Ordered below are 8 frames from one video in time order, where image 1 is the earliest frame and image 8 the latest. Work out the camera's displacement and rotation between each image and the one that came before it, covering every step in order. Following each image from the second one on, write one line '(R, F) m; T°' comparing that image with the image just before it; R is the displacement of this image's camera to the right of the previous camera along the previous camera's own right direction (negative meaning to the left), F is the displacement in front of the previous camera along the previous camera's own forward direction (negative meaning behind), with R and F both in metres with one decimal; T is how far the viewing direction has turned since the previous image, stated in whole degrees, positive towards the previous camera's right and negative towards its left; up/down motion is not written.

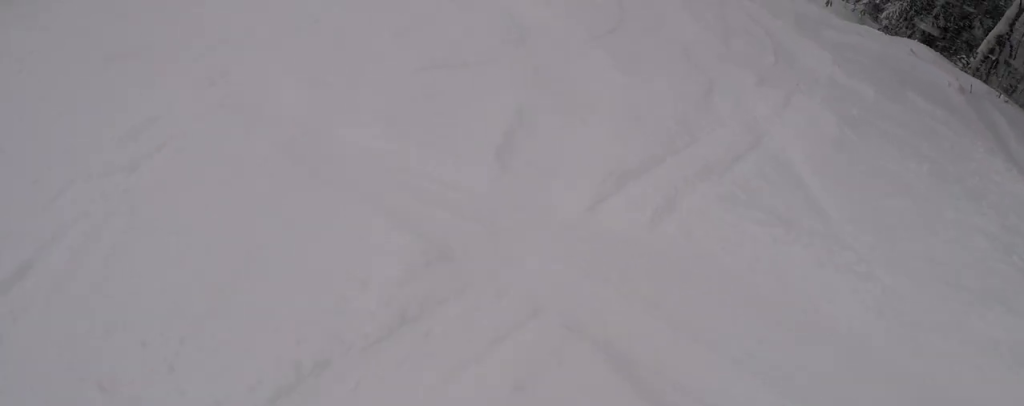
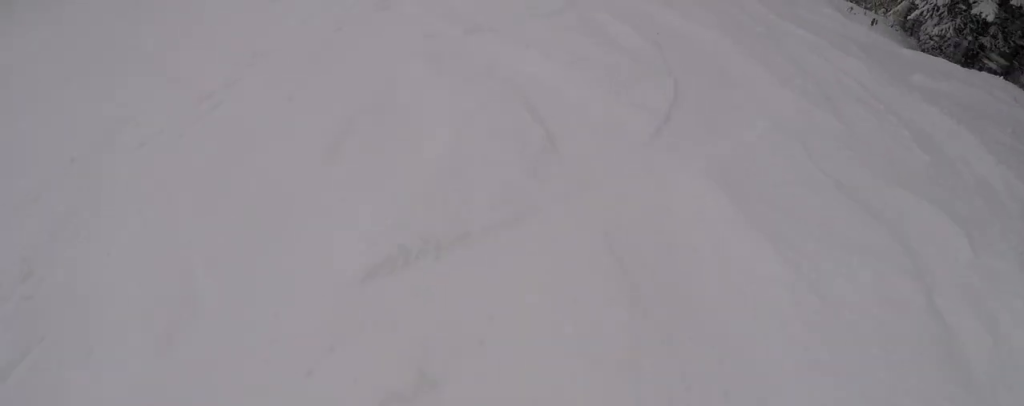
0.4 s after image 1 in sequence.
(+0.2, +2.9) m; +4°
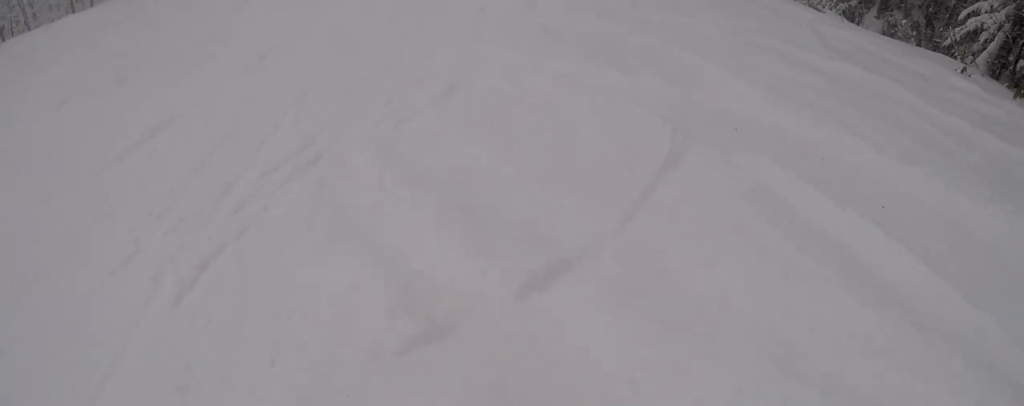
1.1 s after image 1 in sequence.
(+0.1, +4.4) m; +4°
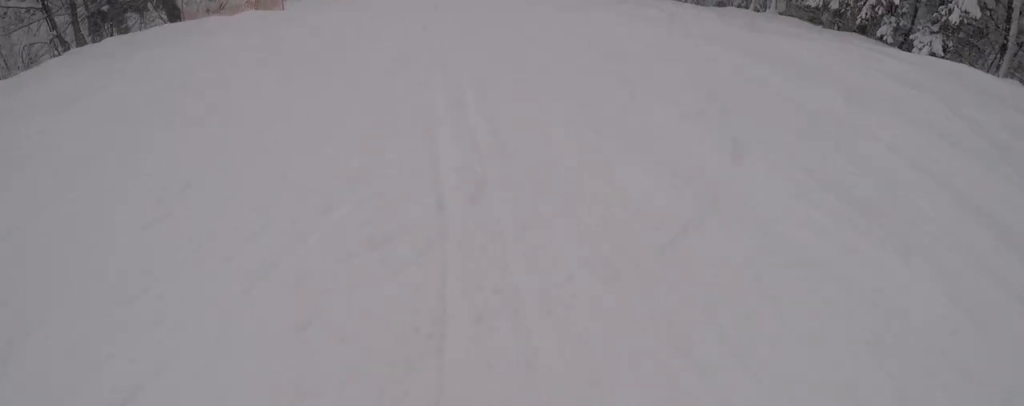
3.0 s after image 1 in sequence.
(+3.1, +15.9) m; +12°
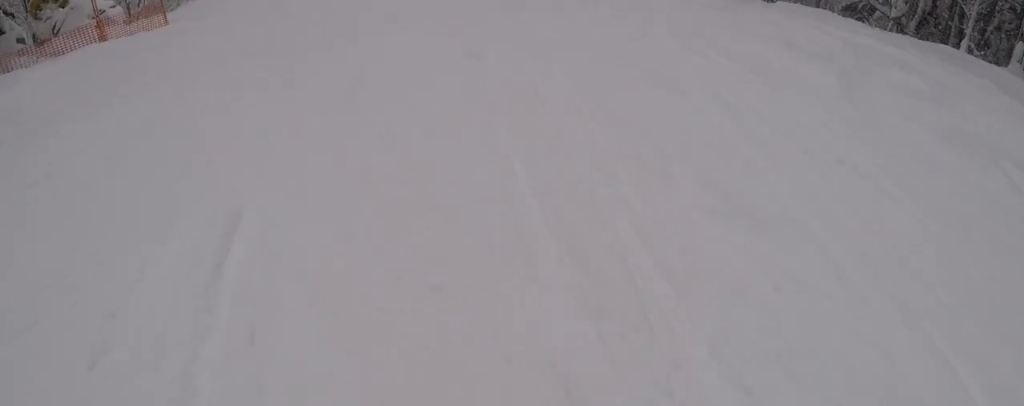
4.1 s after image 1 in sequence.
(-1.1, +10.6) m; -8°
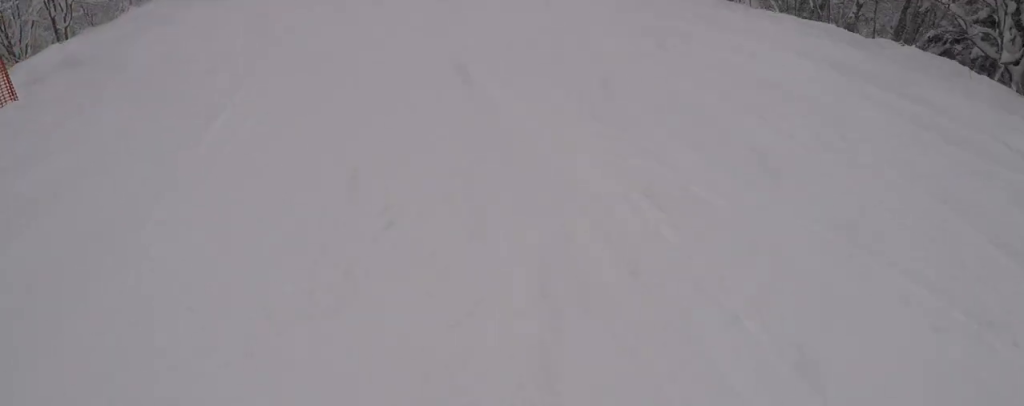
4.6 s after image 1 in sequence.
(0.0, +5.6) m; +4°
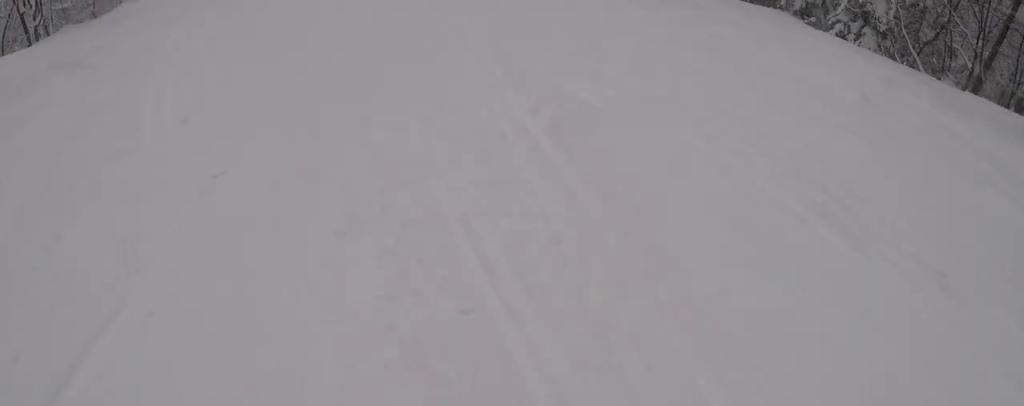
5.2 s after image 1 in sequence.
(-0.1, +6.1) m; +4°
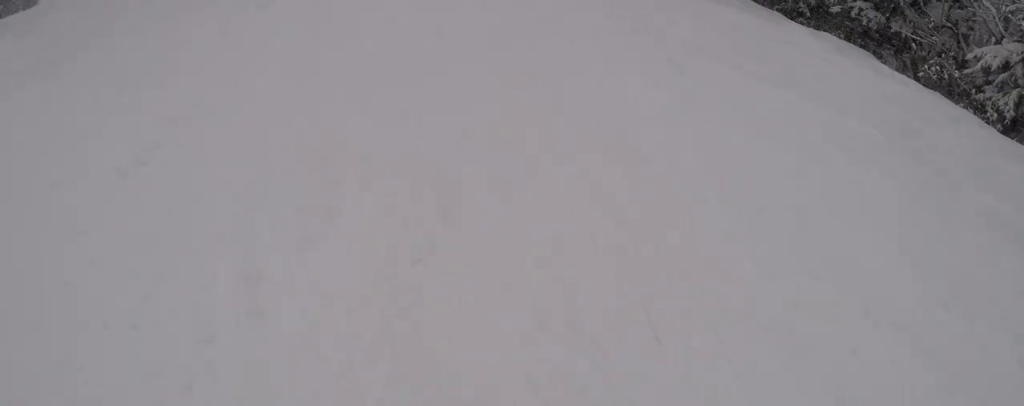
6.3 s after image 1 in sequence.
(+0.6, +11.7) m; -9°
